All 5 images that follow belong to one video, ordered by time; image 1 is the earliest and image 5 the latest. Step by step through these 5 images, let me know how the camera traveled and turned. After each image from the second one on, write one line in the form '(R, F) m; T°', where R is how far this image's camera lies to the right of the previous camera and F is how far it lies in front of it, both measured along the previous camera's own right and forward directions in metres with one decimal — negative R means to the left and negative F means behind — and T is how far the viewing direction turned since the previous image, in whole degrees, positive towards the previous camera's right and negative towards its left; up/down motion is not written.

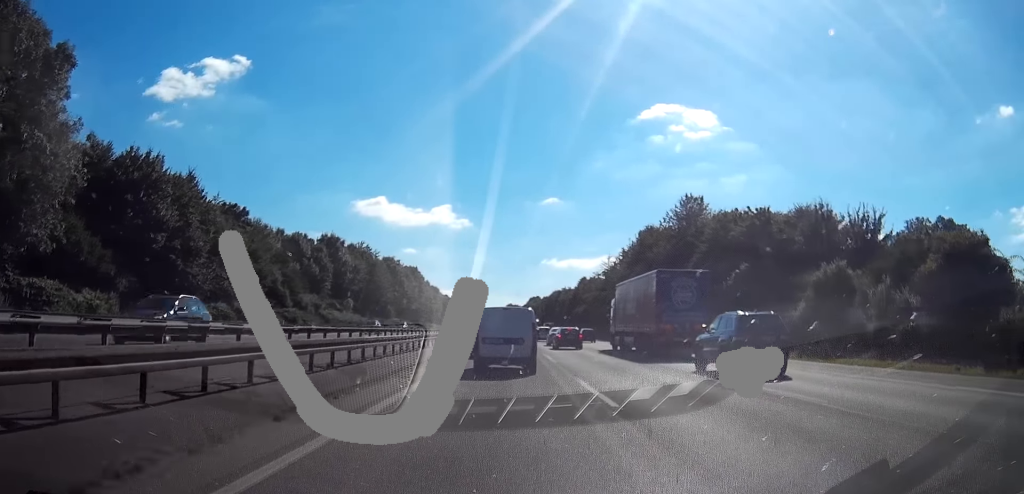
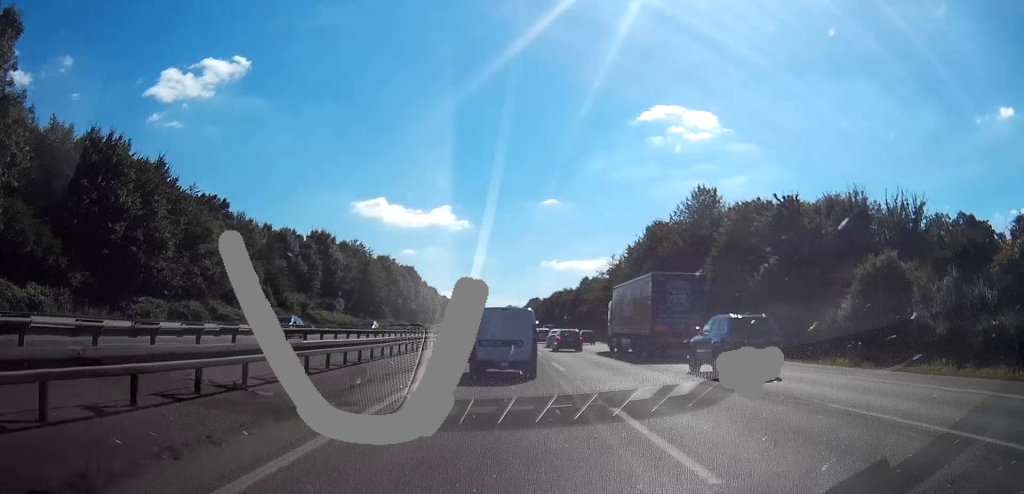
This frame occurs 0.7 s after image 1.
(0.0, +5.6) m; 0°
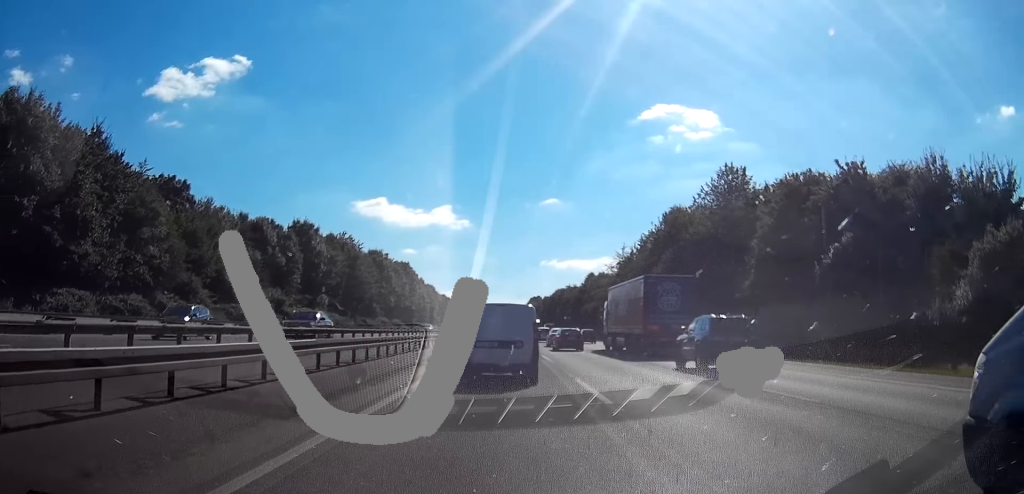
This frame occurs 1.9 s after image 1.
(+0.1, +8.8) m; +3°
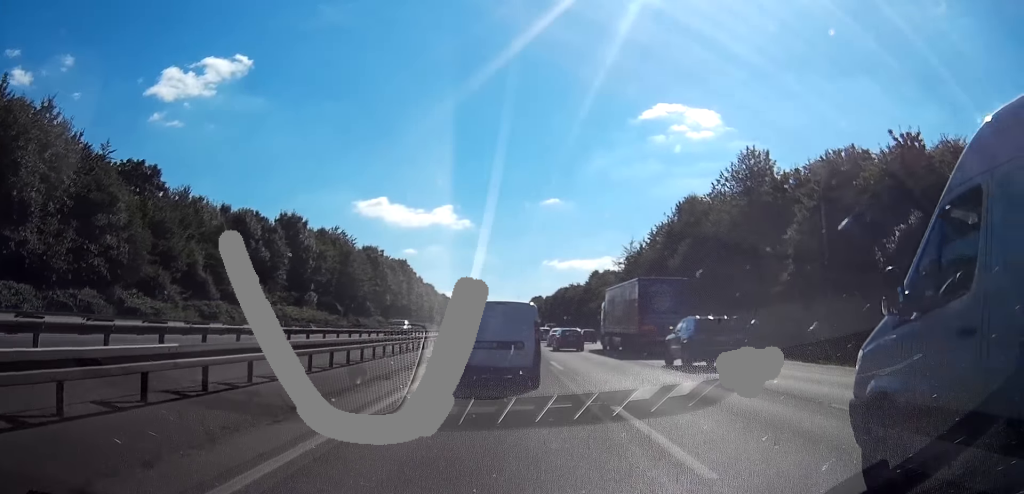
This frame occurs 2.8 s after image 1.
(+0.2, +5.3) m; +2°
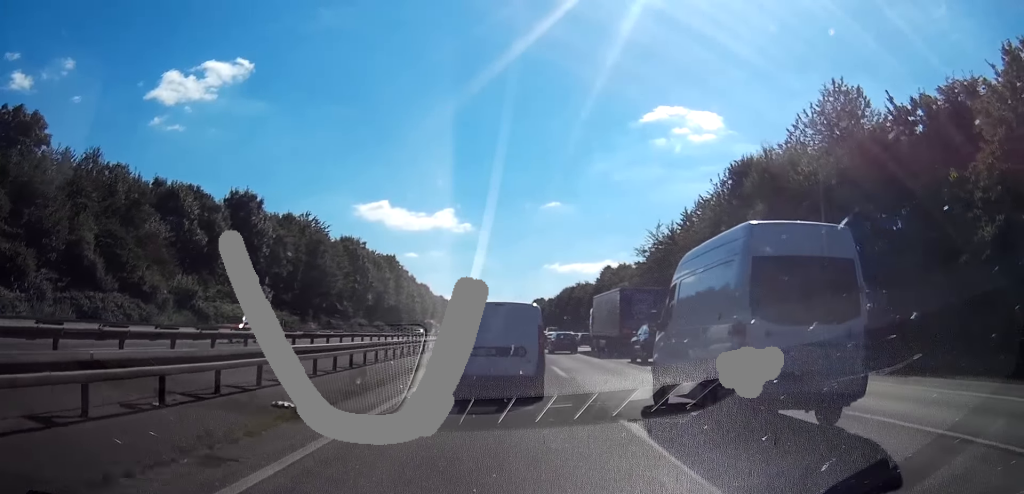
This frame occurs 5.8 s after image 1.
(0.0, +17.0) m; -4°
